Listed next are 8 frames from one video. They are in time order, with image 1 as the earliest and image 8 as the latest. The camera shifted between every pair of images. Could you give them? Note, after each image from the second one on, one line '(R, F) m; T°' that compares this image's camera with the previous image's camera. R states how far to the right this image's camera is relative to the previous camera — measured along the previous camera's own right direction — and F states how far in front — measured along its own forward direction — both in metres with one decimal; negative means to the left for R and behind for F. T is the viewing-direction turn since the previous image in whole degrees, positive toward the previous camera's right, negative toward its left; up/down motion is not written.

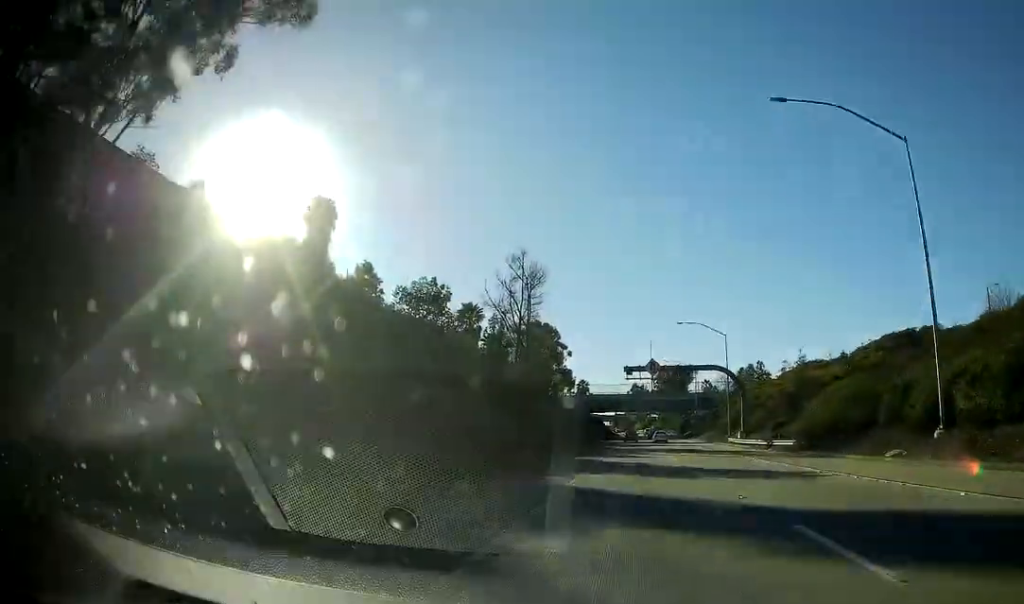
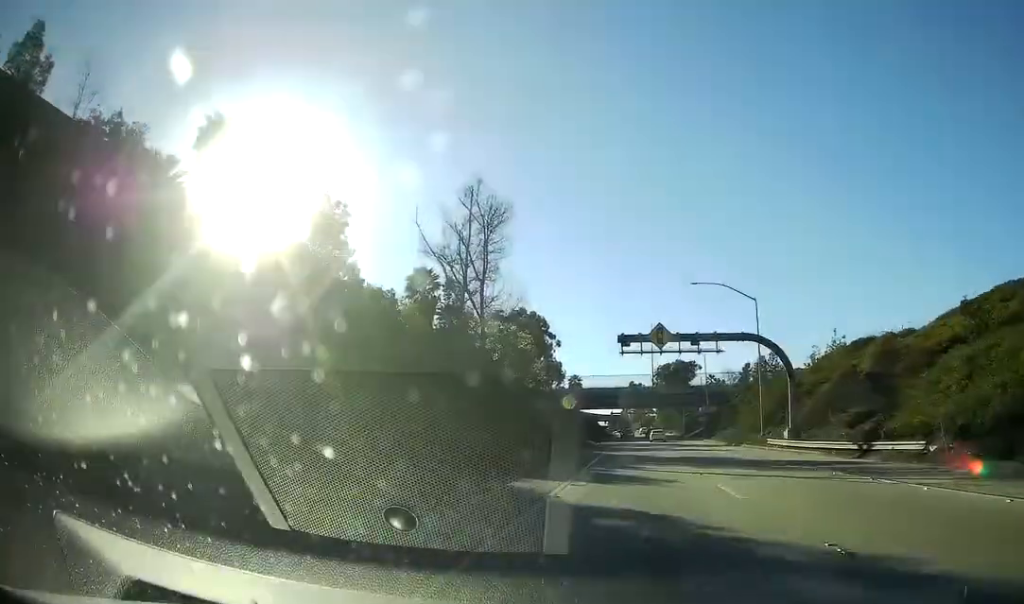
(-0.1, +21.8) m; 0°
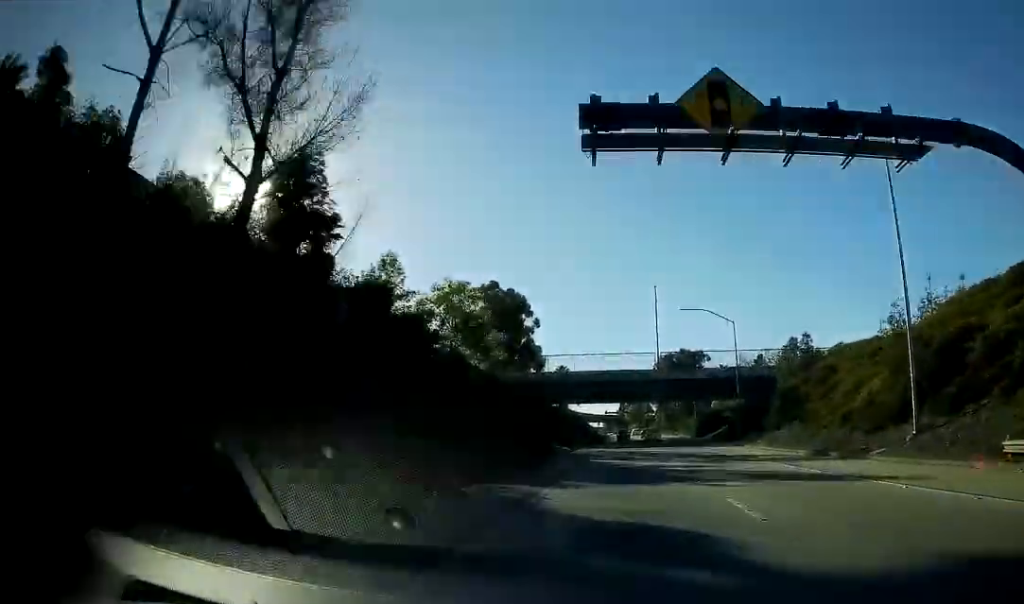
(0.0, +32.9) m; 0°
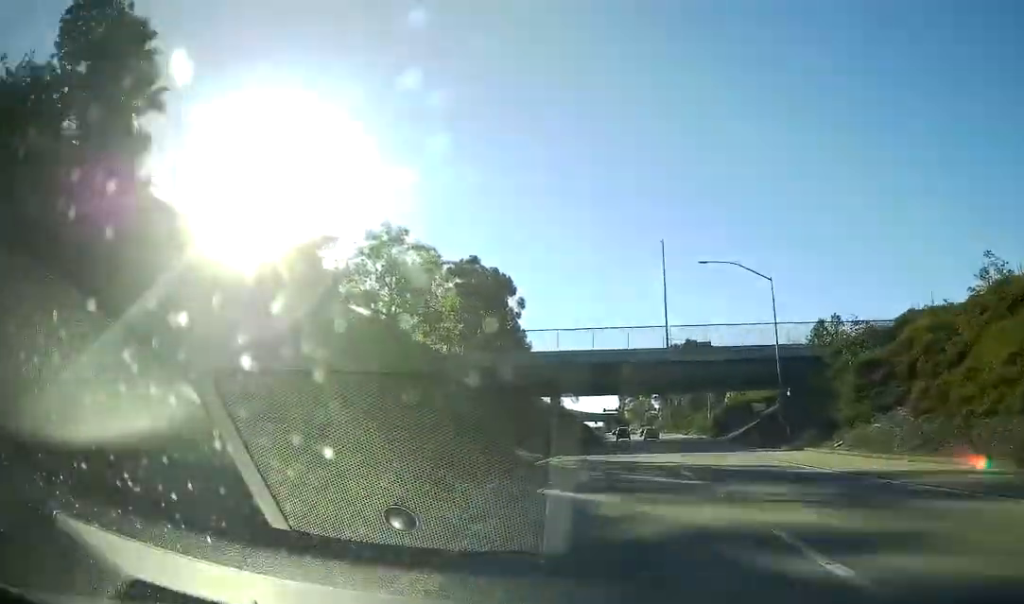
(-0.1, +18.7) m; 0°
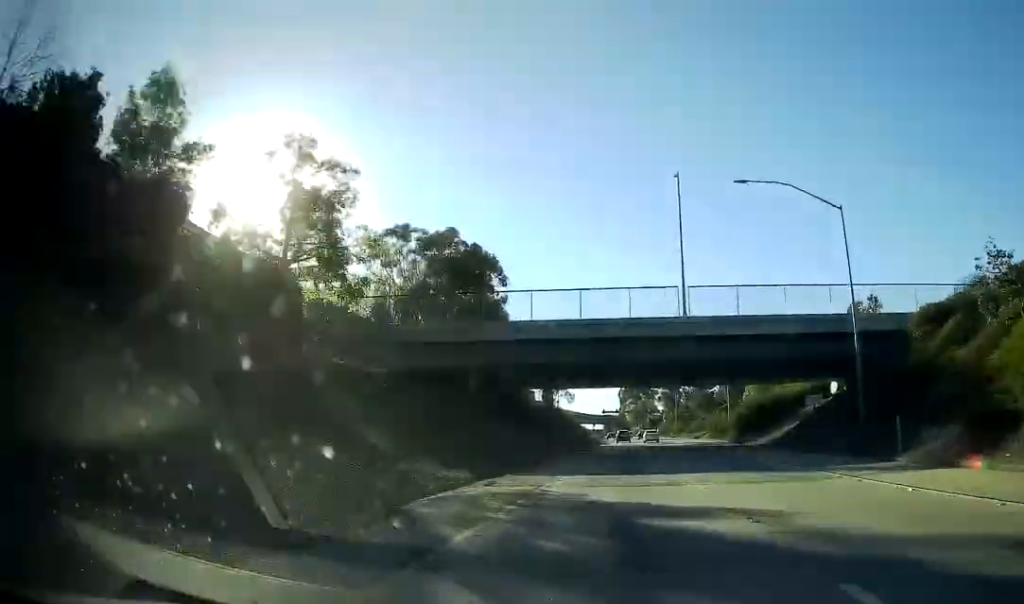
(0.0, +18.7) m; 0°
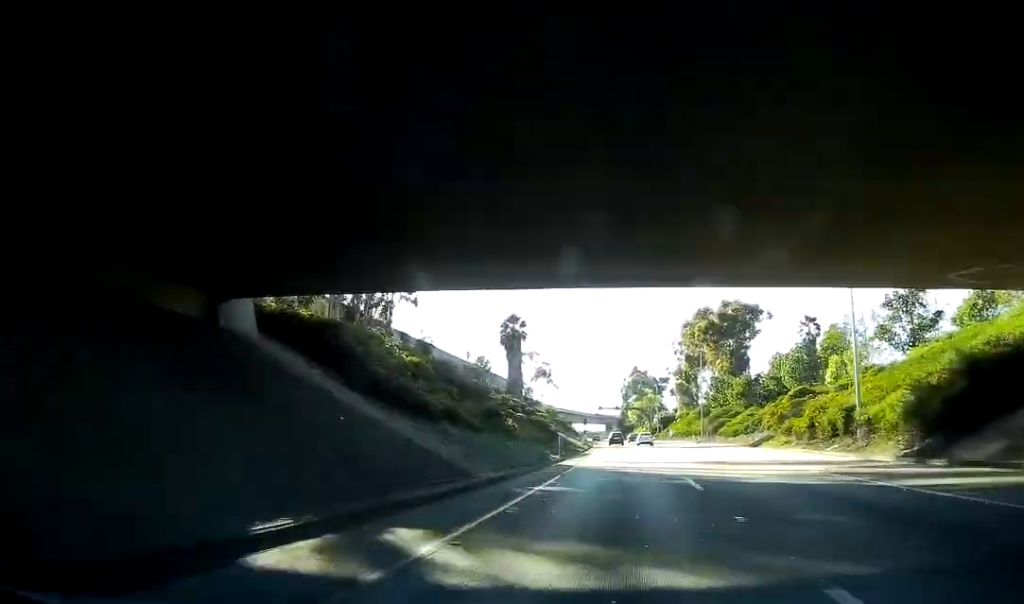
(-0.7, +45.2) m; -2°
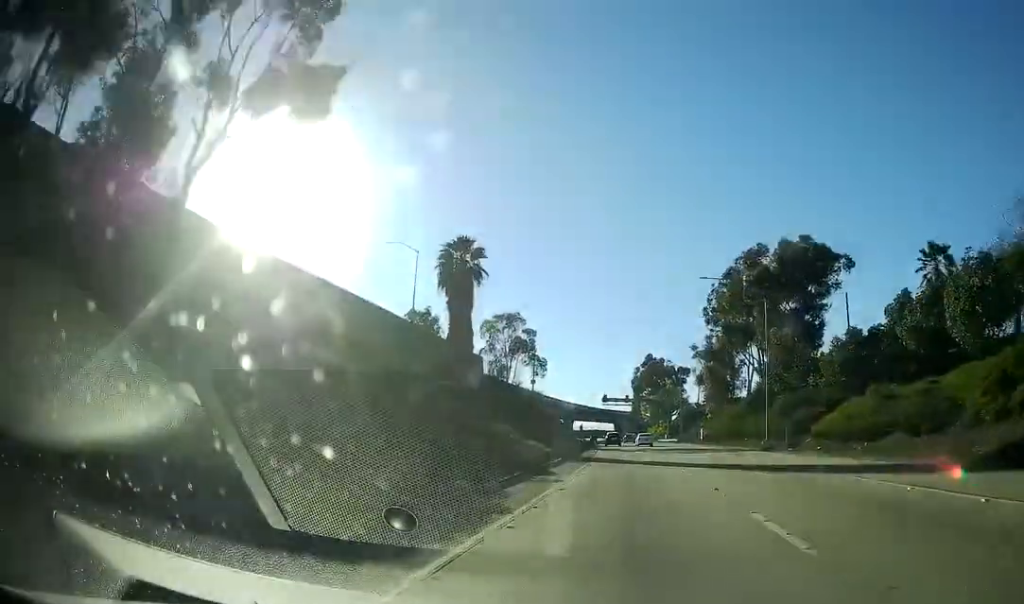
(0.0, +38.3) m; +1°
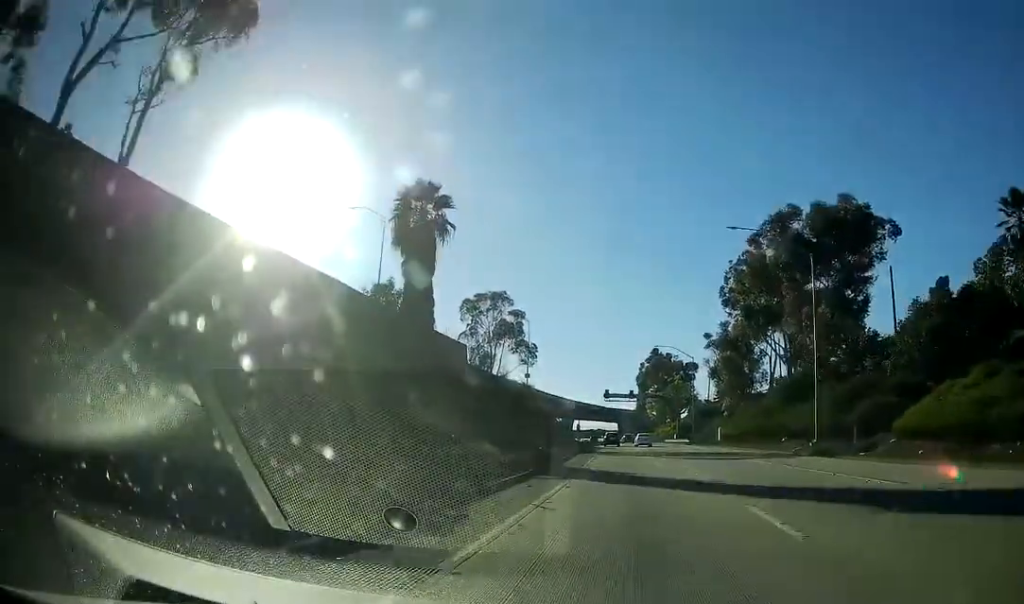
(0.0, +14.4) m; +1°
